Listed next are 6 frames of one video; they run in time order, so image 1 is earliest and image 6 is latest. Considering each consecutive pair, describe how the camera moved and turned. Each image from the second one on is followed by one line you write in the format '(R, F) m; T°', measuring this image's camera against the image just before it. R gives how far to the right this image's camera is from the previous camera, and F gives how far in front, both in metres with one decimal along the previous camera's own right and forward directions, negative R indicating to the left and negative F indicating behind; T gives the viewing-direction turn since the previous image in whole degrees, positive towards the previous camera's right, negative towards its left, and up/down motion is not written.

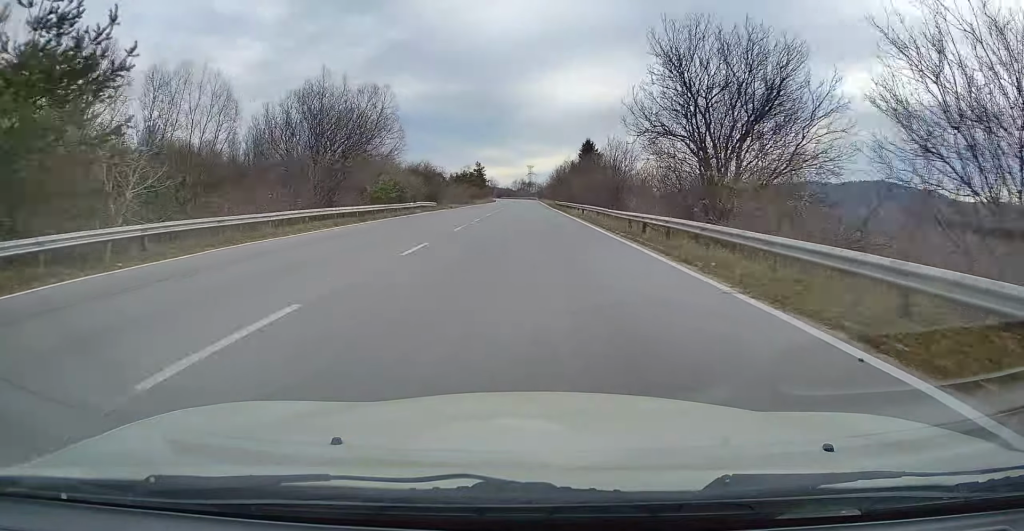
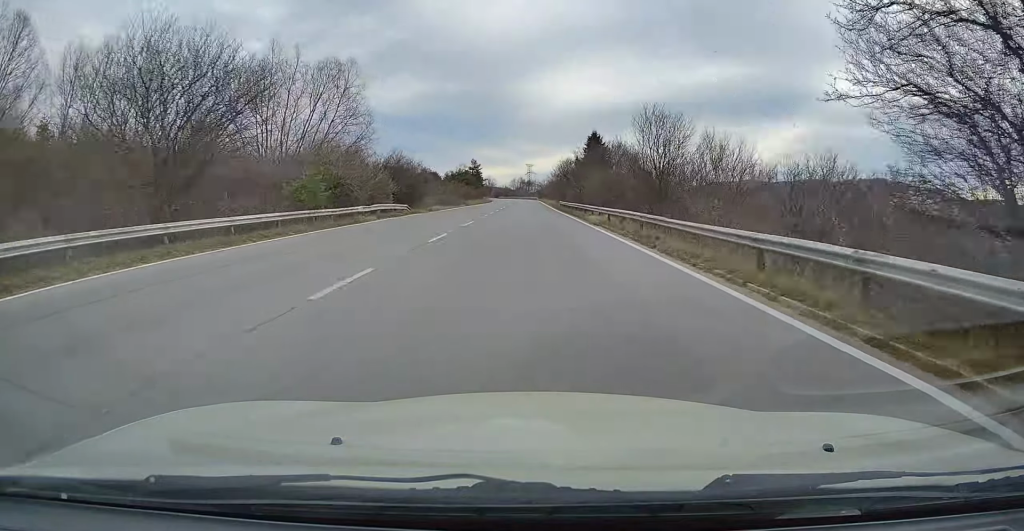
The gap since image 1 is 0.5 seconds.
(0.0, +14.3) m; 0°
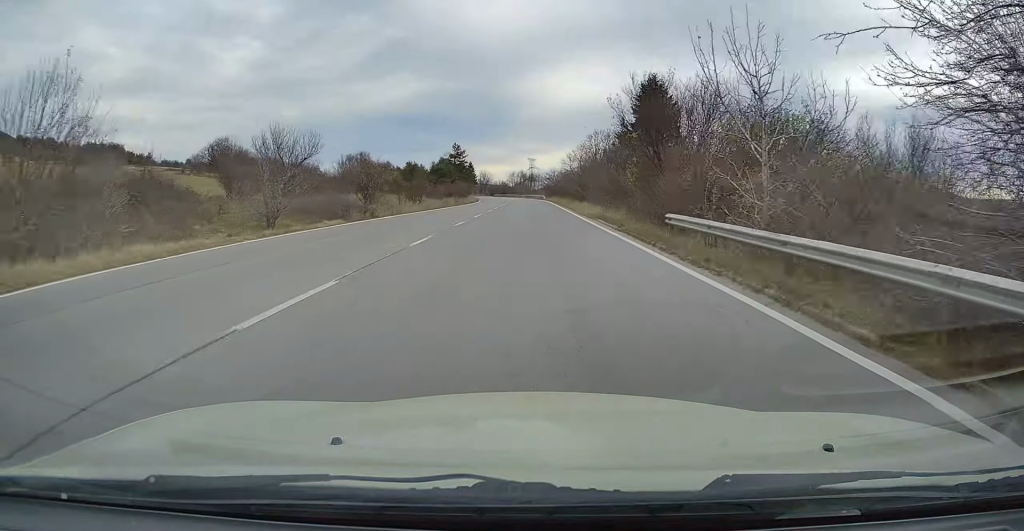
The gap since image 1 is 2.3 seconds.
(+0.1, +55.2) m; 0°
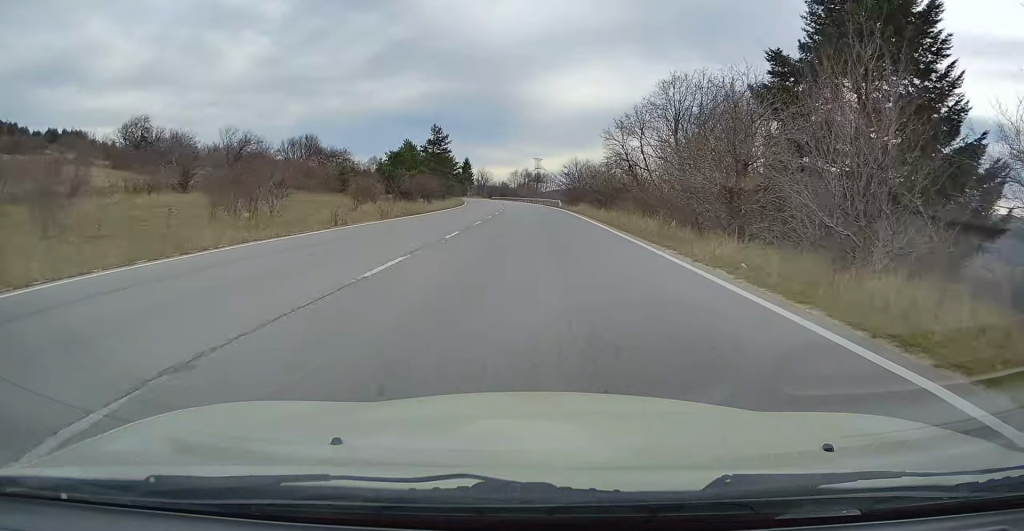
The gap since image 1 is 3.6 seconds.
(0.0, +42.2) m; -1°
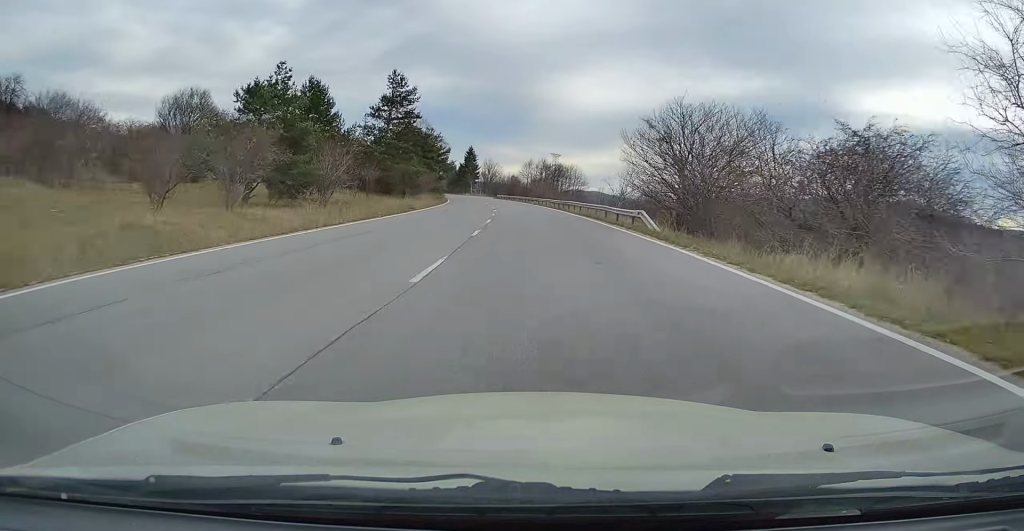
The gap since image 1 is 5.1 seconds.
(-0.7, +45.2) m; -2°
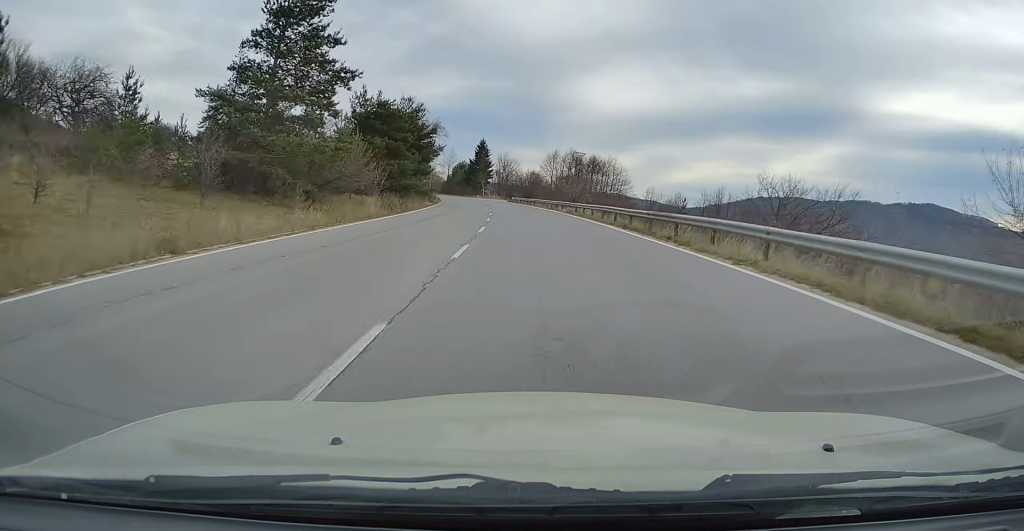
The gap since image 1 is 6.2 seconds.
(-0.4, +33.9) m; -1°
